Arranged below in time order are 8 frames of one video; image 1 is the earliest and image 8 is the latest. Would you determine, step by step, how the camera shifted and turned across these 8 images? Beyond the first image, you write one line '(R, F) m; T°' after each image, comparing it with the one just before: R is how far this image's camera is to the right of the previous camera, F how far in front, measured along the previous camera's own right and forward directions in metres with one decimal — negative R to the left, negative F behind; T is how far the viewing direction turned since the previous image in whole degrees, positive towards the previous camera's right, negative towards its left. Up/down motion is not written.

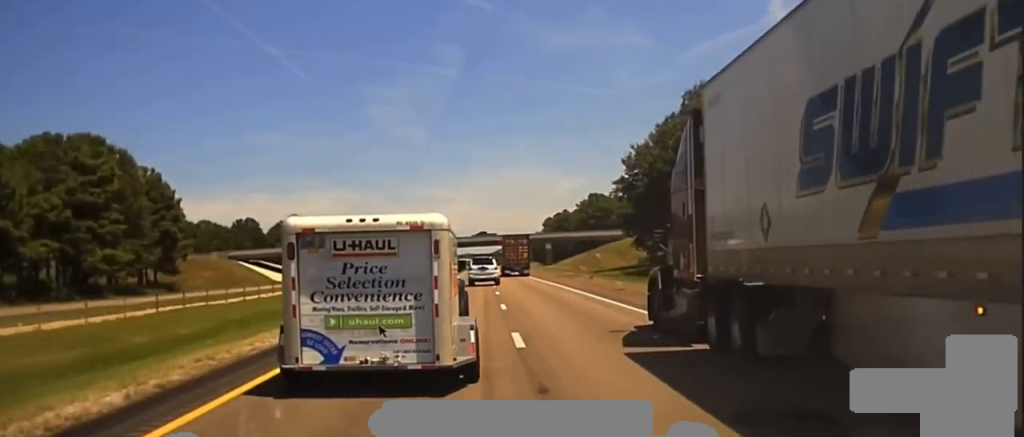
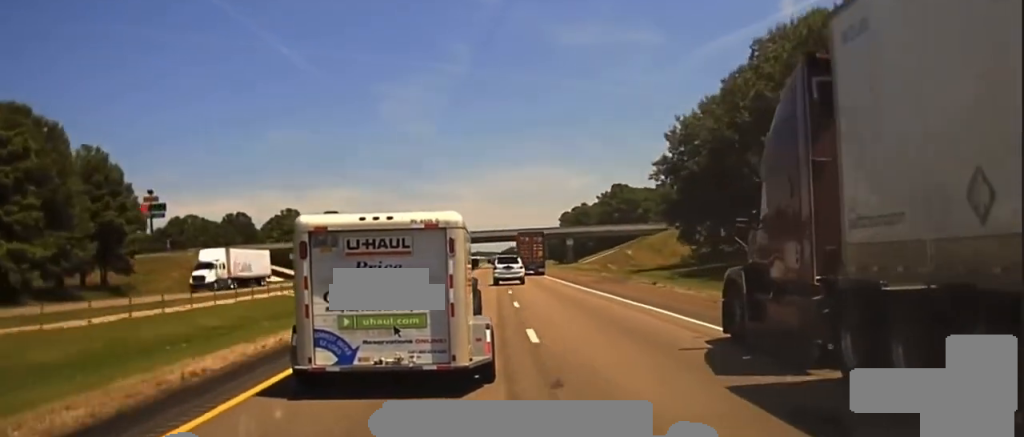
(0.0, +24.3) m; 0°
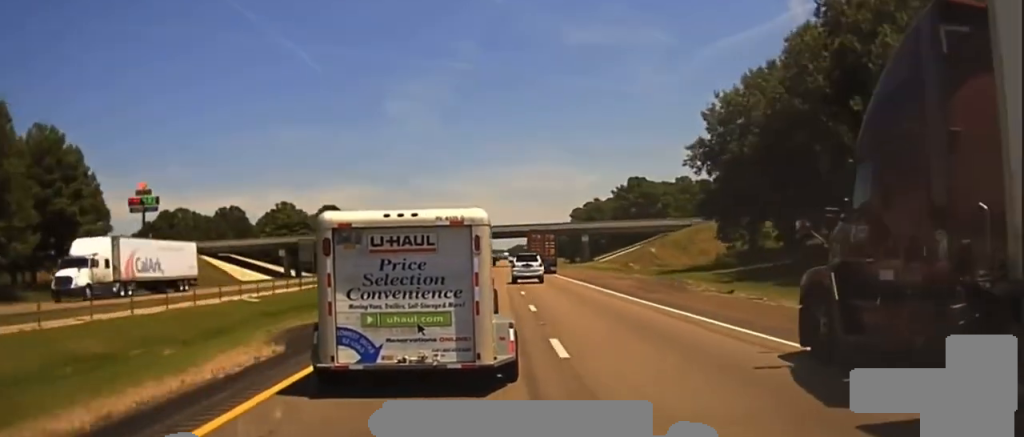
(0.0, +15.0) m; 0°
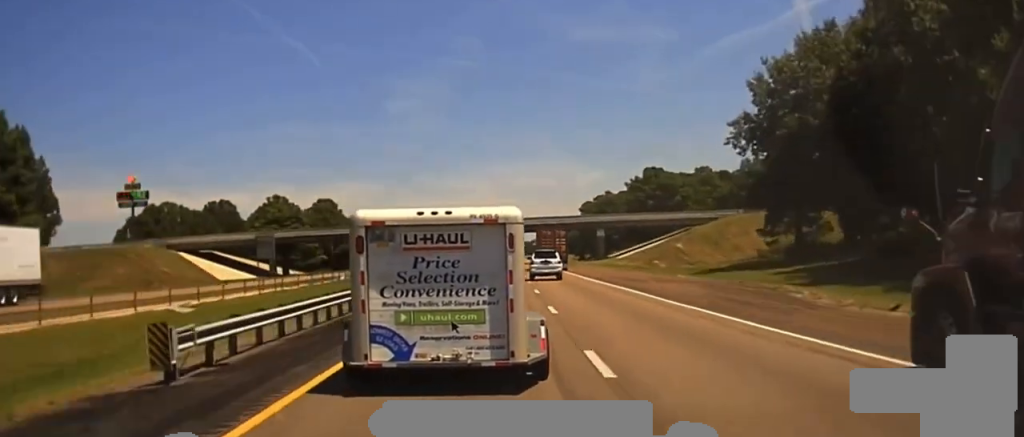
(+0.1, +15.0) m; 0°
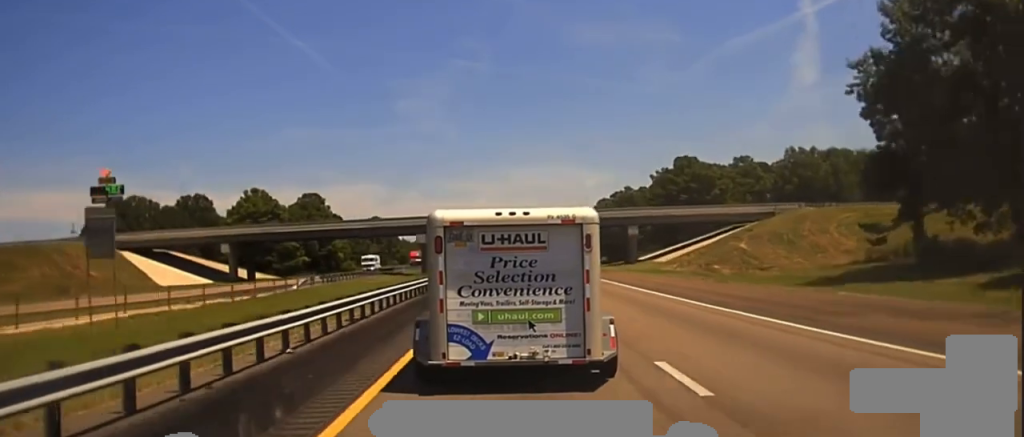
(-0.2, +26.3) m; 0°
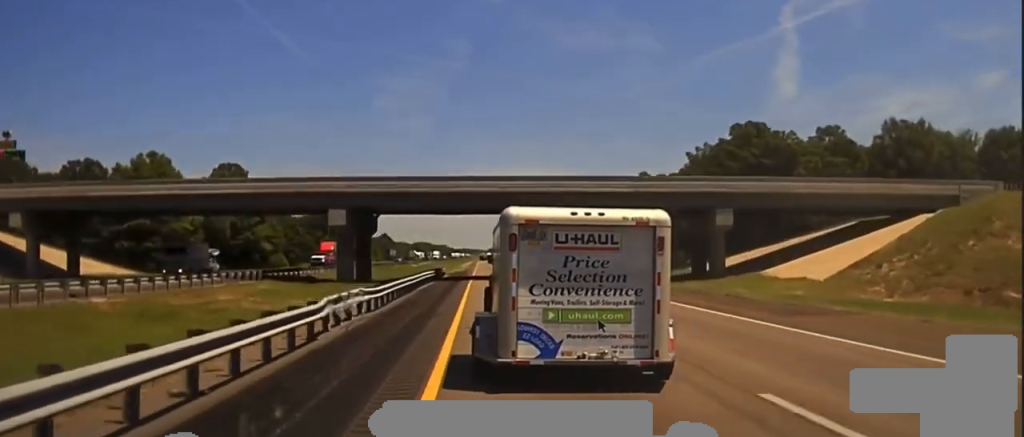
(+0.2, +51.4) m; +1°
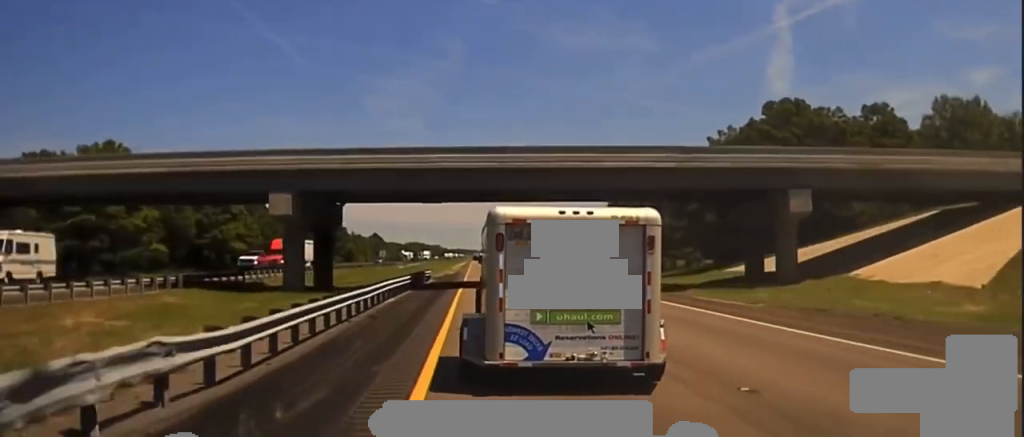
(+0.1, +15.9) m; 0°
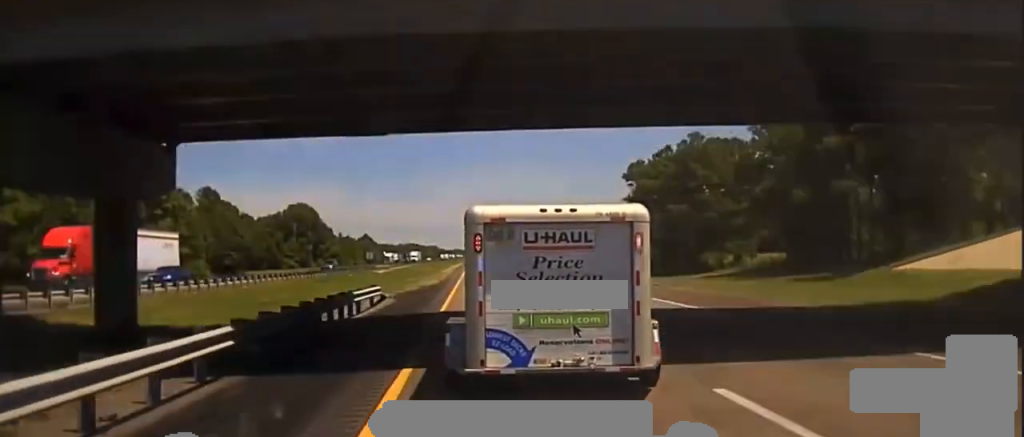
(+0.2, +31.8) m; 0°
